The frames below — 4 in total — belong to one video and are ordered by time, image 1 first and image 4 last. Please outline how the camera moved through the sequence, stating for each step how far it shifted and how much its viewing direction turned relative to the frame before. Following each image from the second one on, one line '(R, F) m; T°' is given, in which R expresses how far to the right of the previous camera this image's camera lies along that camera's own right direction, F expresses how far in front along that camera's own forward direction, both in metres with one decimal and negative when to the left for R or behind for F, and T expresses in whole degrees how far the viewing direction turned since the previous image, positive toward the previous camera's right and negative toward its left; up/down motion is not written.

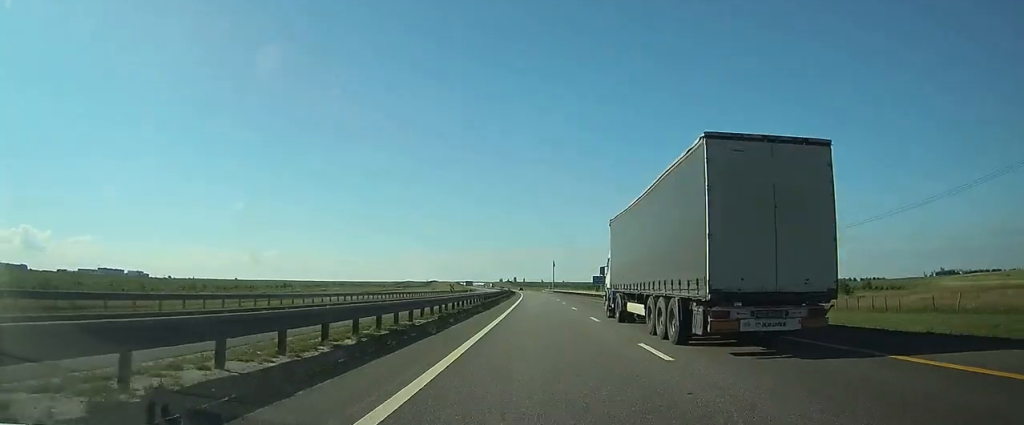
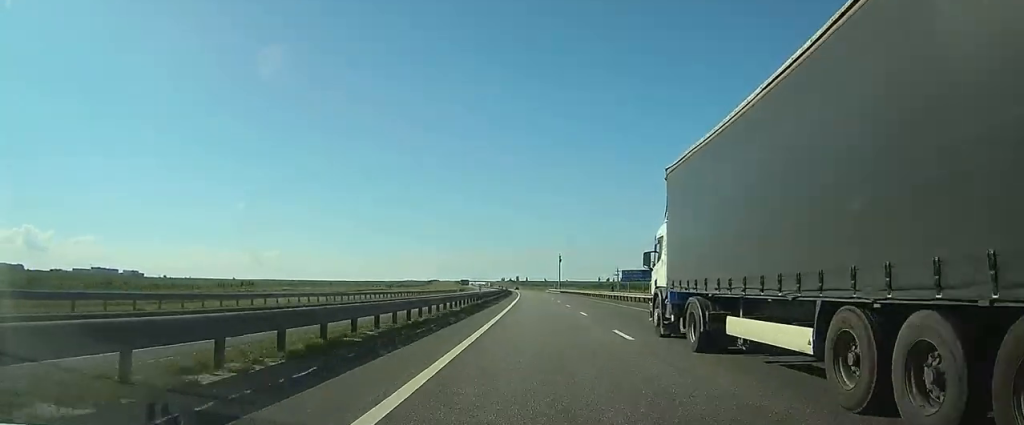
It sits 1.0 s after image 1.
(-0.2, +31.7) m; -1°
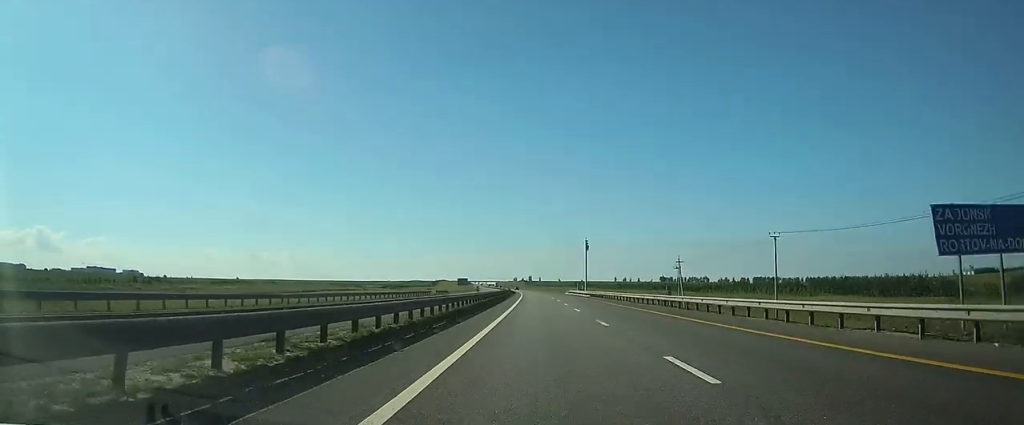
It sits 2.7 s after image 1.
(-0.4, +53.7) m; -1°
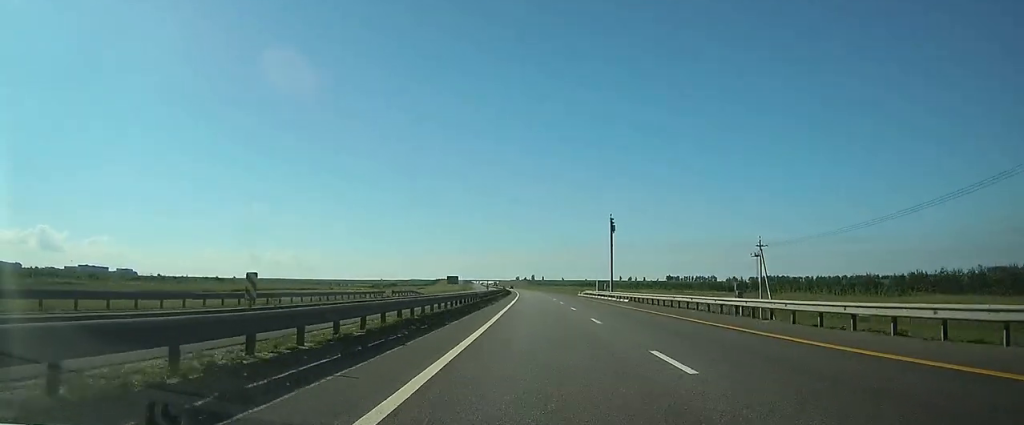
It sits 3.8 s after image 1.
(-0.1, +34.6) m; -1°
